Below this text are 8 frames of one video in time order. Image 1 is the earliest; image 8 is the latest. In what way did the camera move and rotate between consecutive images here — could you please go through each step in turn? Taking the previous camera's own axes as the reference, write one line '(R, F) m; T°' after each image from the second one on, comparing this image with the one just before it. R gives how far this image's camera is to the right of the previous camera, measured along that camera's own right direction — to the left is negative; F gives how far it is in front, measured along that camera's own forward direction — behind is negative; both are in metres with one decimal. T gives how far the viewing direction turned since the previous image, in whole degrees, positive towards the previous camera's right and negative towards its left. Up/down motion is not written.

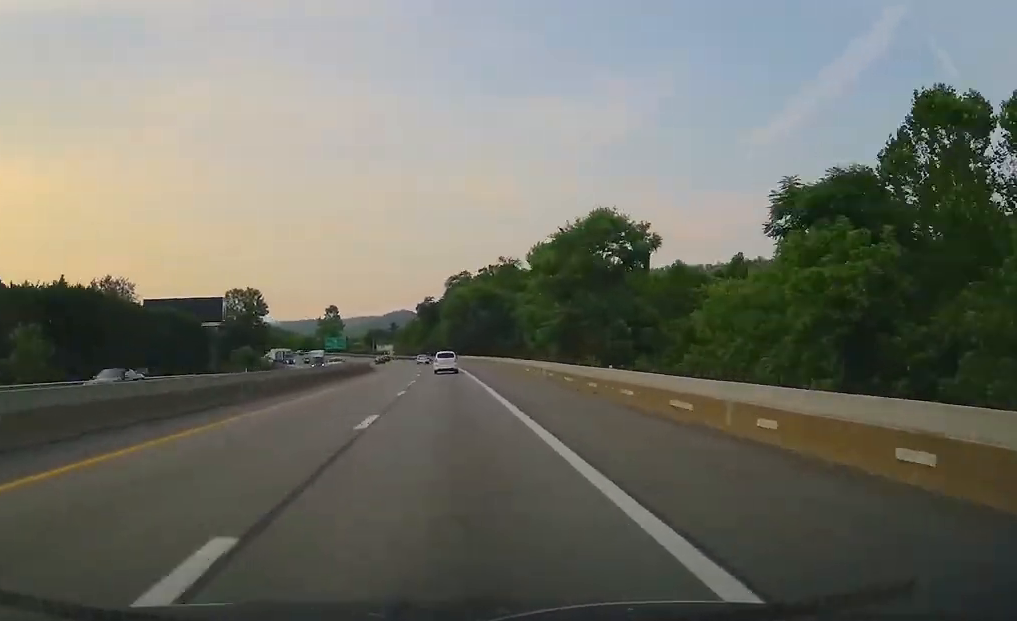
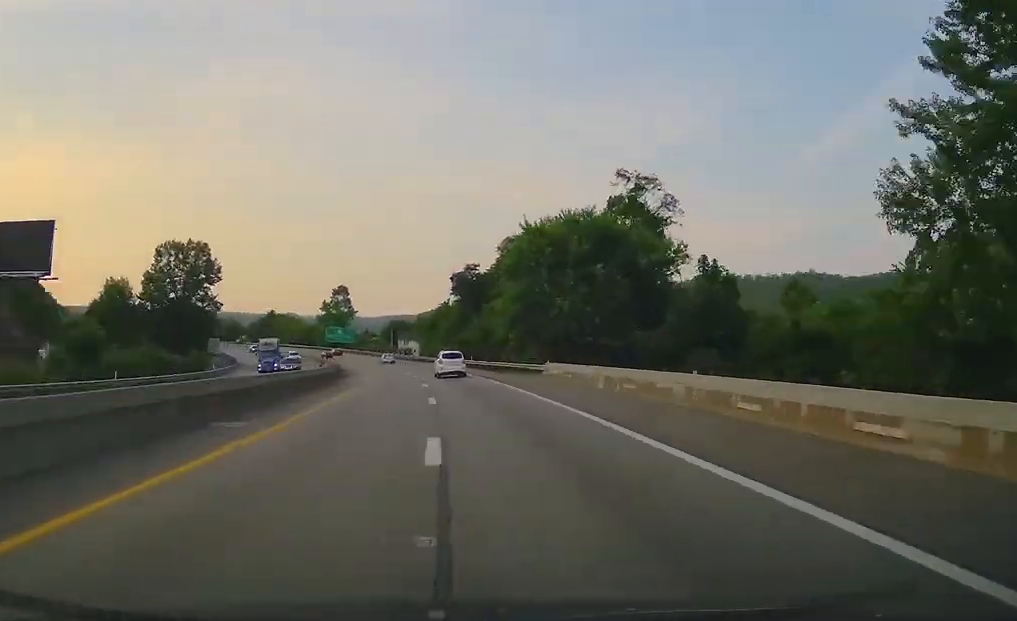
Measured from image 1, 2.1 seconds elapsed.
(+2.0, +56.0) m; -4°
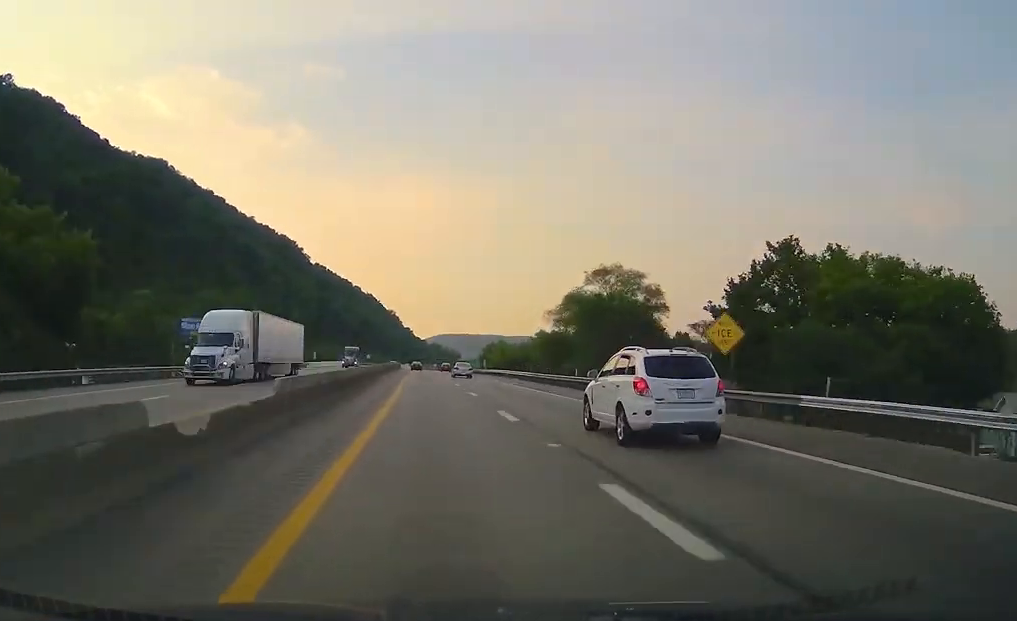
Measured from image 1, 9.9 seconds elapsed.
(-62.9, +222.0) m; -24°
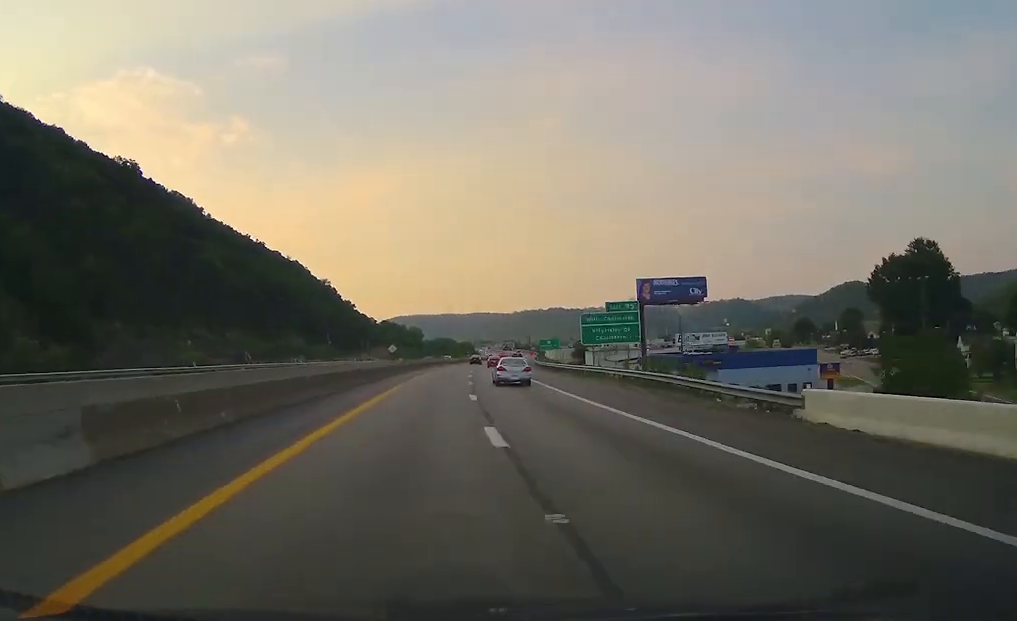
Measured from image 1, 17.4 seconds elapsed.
(-4.8, +243.9) m; +4°
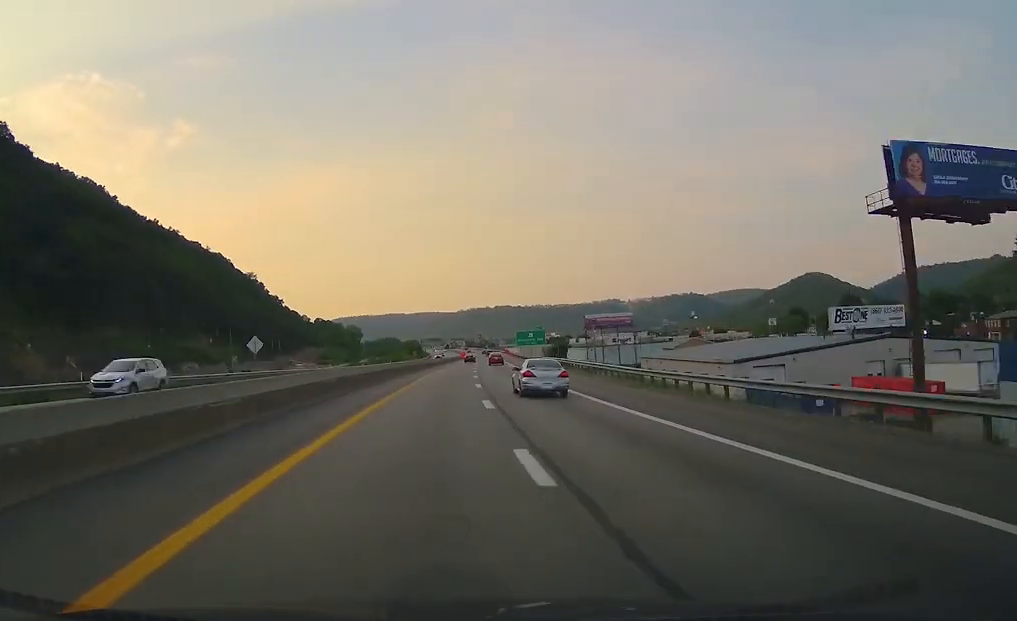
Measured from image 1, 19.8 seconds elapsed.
(+2.9, +76.9) m; +3°
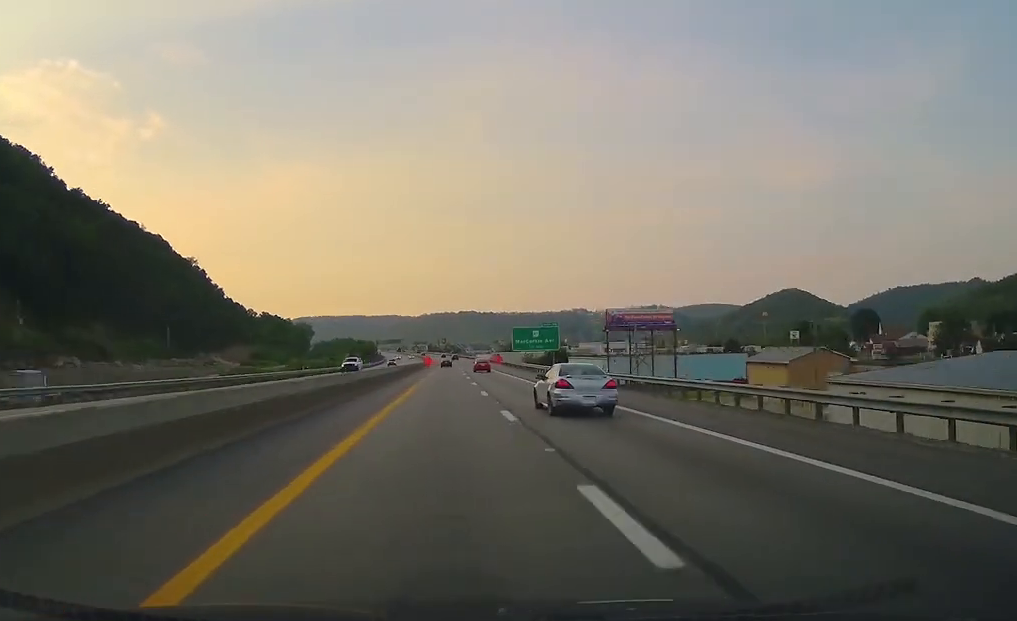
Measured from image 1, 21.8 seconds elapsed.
(+2.2, +64.1) m; +2°
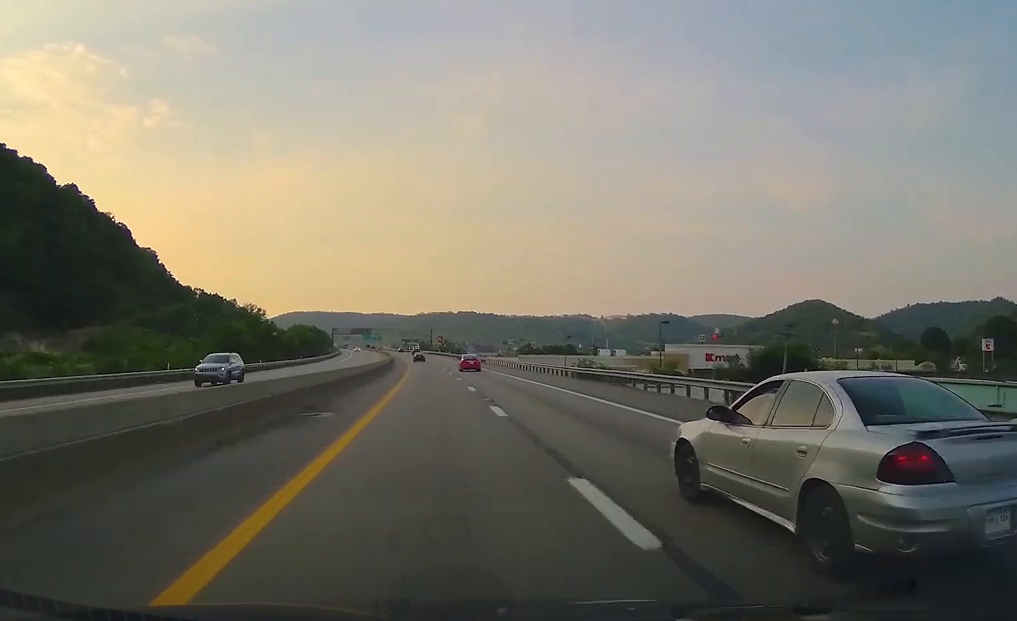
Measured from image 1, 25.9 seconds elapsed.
(+1.9, +133.4) m; -1°
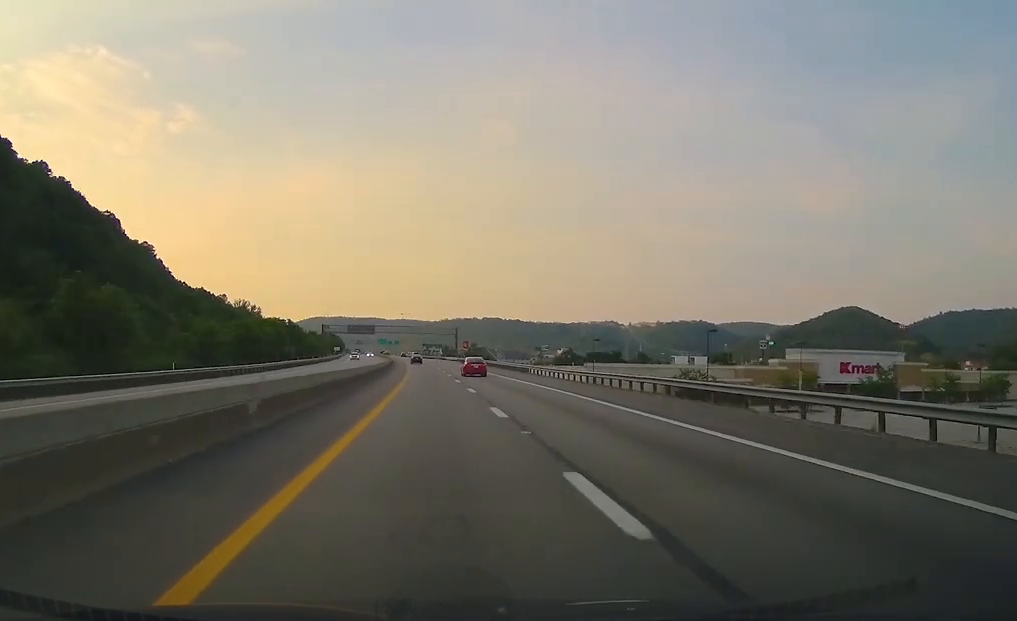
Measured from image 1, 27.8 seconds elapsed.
(-1.4, +61.0) m; -2°
